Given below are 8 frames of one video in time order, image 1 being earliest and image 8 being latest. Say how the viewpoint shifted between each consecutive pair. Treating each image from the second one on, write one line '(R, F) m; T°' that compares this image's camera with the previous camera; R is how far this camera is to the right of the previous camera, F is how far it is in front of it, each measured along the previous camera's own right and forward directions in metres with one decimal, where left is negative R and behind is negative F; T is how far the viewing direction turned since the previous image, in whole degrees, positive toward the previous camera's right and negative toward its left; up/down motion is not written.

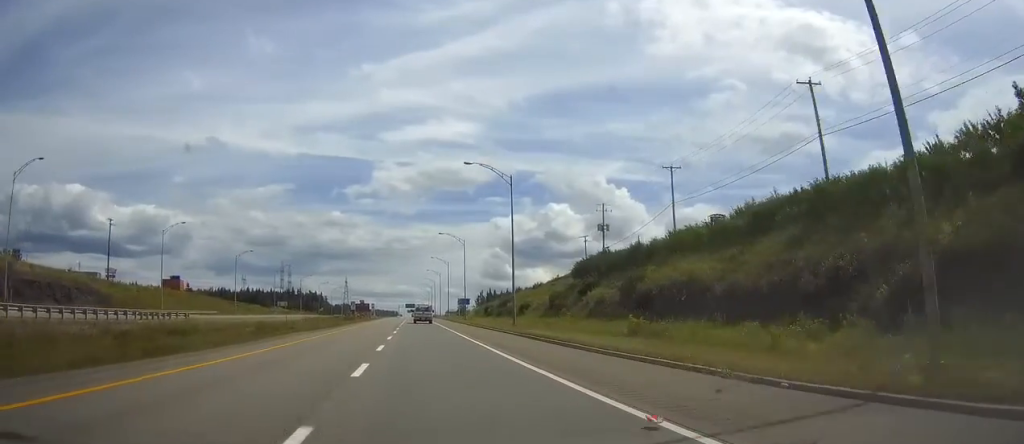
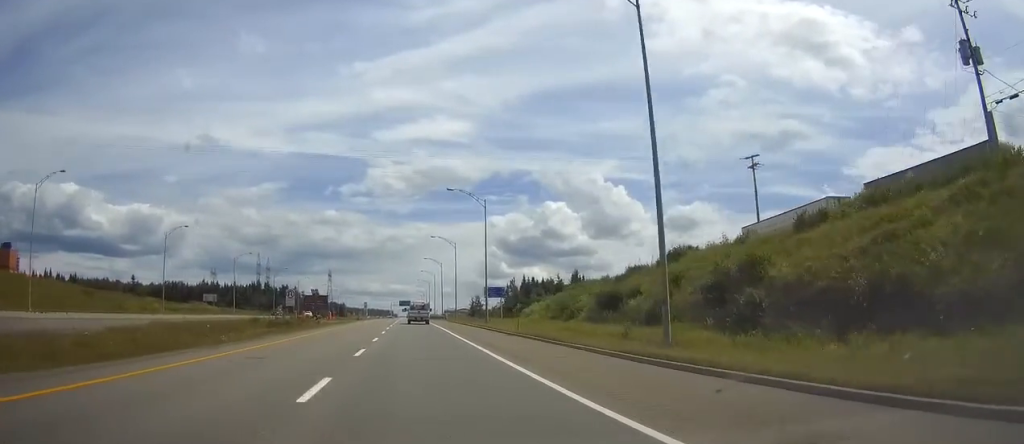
(+0.4, +83.1) m; 0°
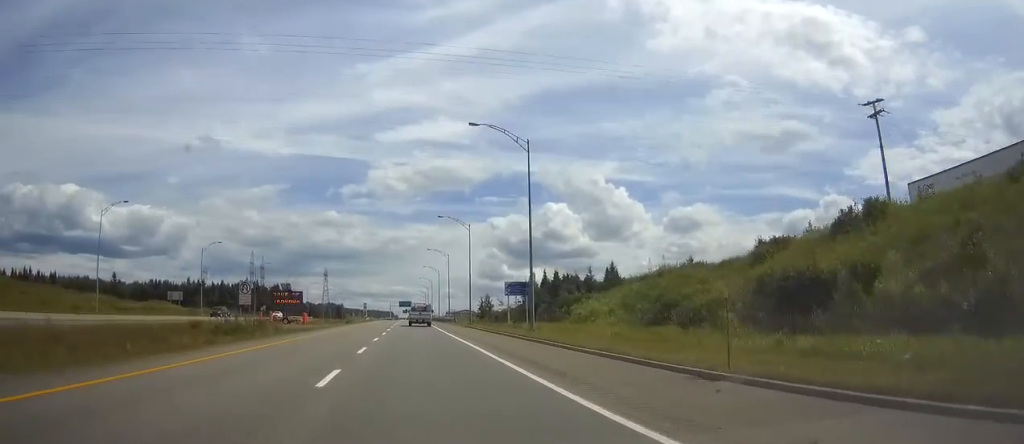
(0.0, +24.6) m; 0°
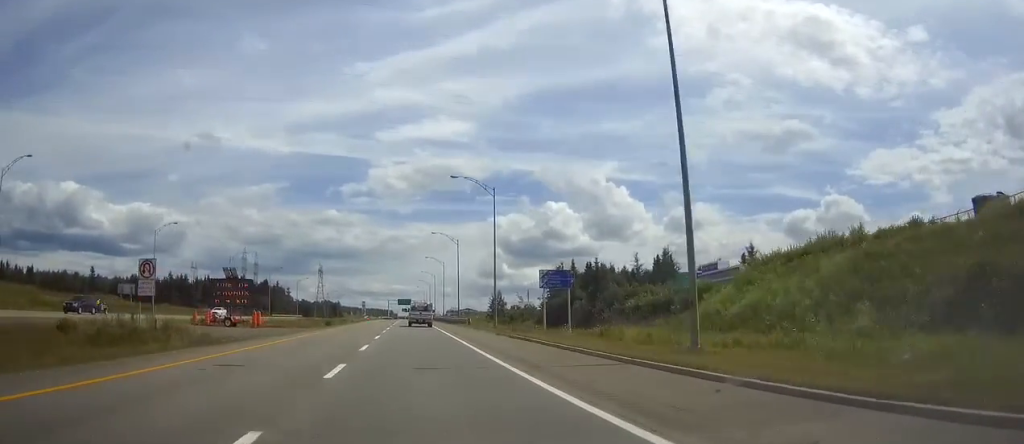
(0.0, +24.7) m; 0°
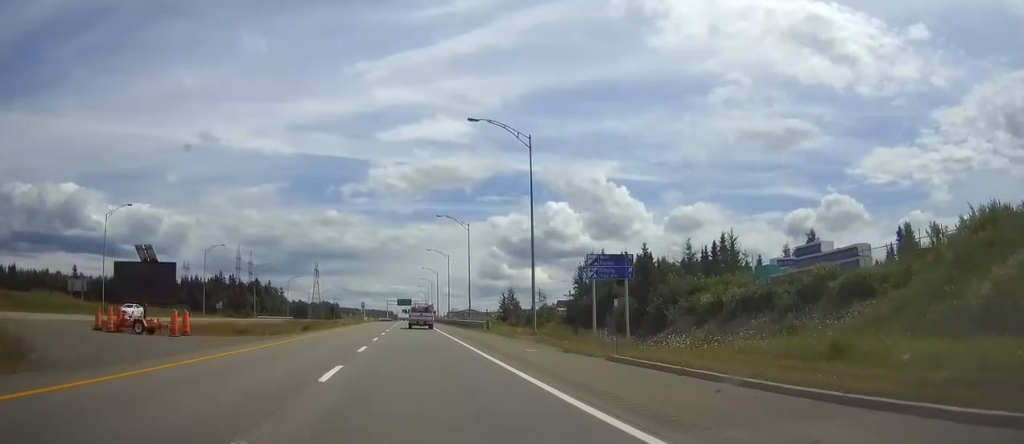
(0.0, +18.4) m; 0°
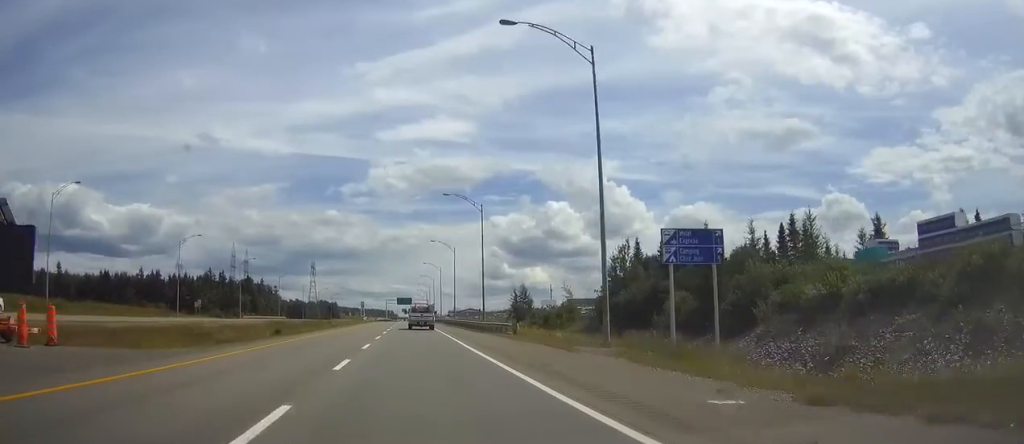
(0.0, +15.1) m; 0°
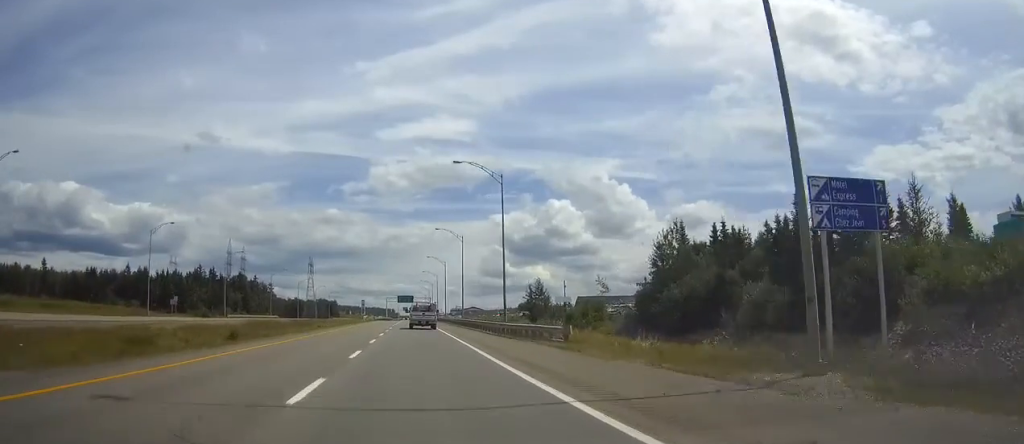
(0.0, +14.1) m; 0°
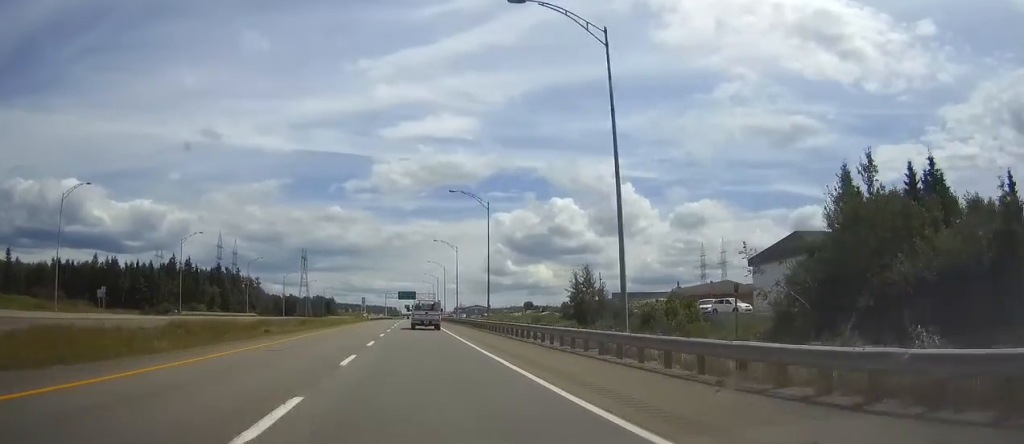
(0.0, +29.4) m; 0°
